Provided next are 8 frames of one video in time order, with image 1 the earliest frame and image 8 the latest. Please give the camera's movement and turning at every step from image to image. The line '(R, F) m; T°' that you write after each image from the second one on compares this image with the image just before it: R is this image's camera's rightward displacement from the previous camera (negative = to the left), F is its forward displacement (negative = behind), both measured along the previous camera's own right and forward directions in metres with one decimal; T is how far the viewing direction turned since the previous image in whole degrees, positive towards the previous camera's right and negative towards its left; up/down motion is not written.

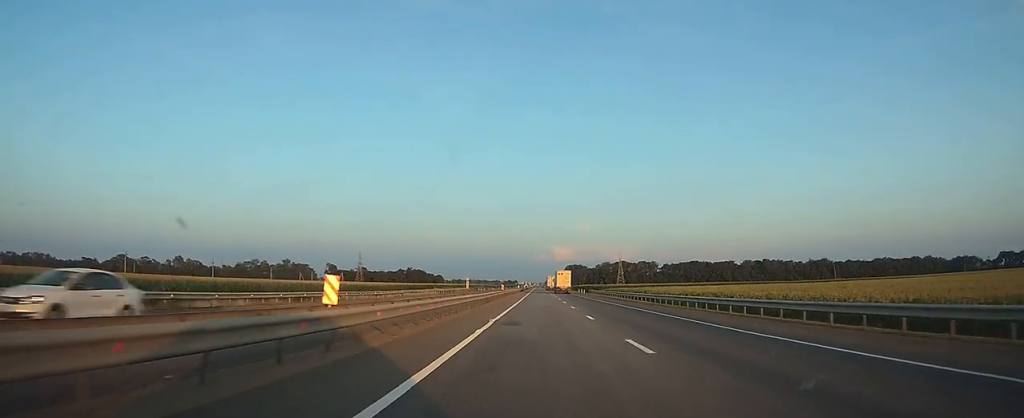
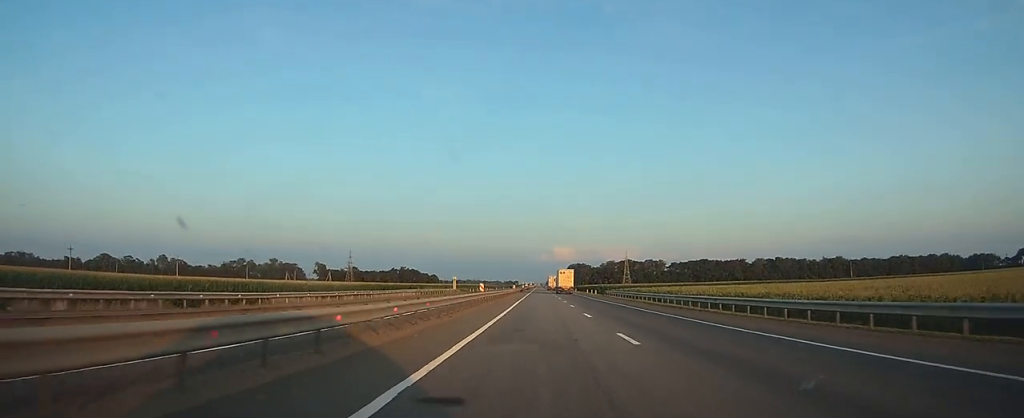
(0.0, +22.5) m; 0°
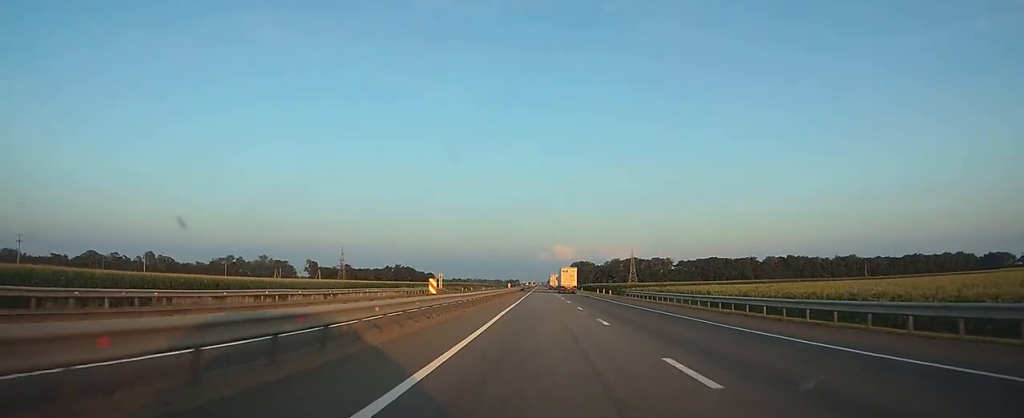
(0.0, +17.7) m; 0°
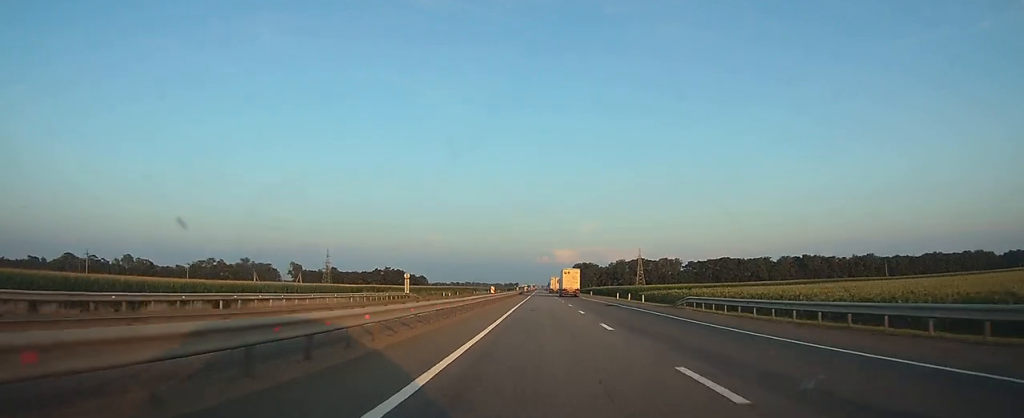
(0.0, +24.9) m; 0°
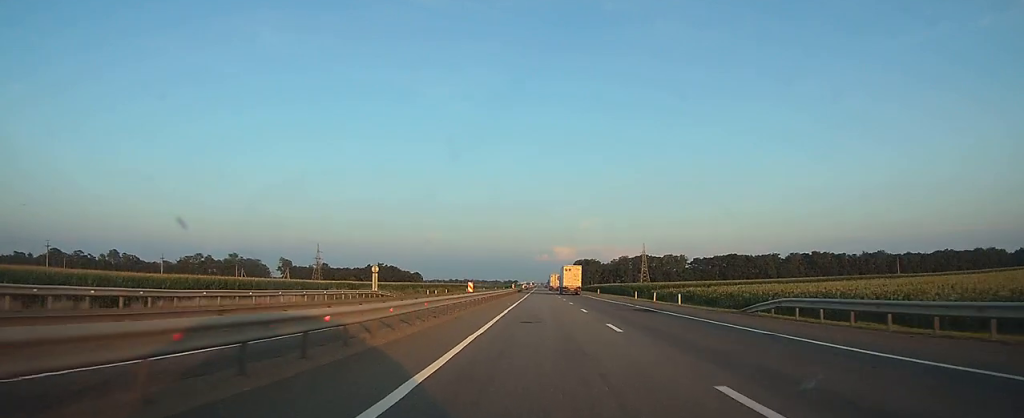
(0.0, +14.2) m; 0°
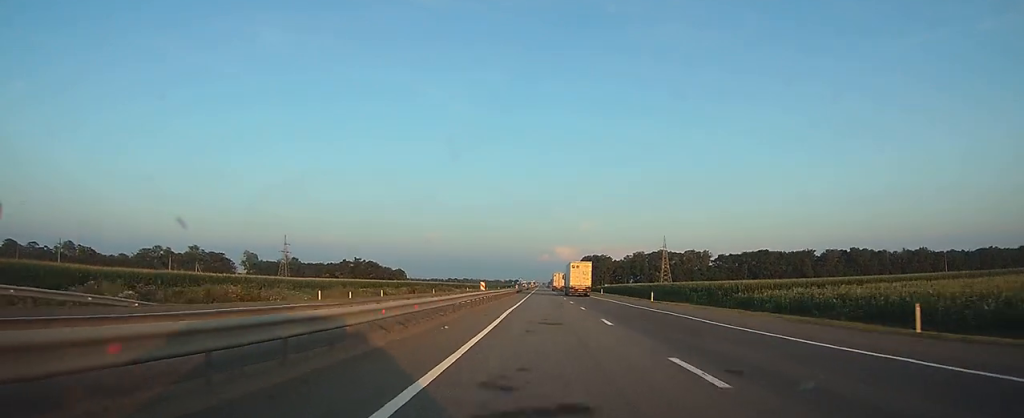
(+0.1, +45.0) m; 0°
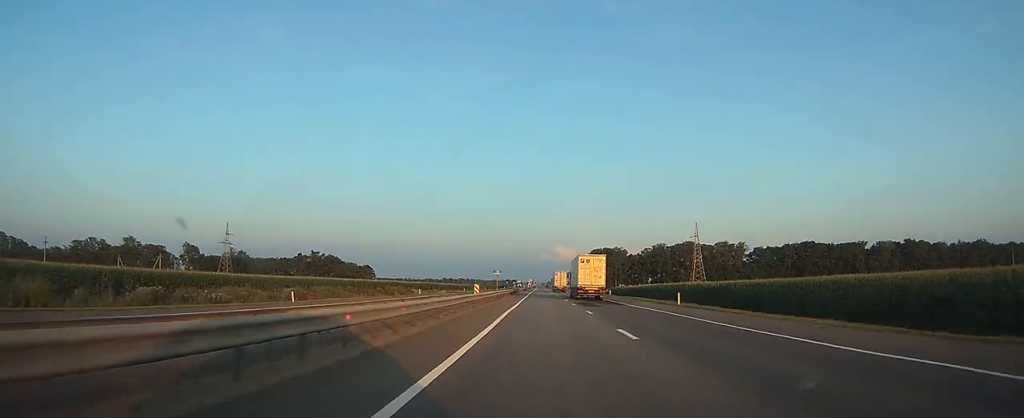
(0.0, +53.4) m; 0°
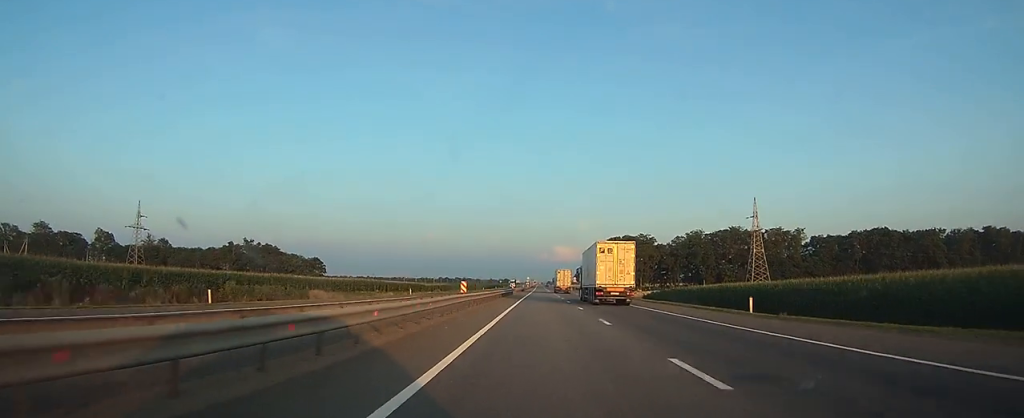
(0.0, +55.5) m; 0°
